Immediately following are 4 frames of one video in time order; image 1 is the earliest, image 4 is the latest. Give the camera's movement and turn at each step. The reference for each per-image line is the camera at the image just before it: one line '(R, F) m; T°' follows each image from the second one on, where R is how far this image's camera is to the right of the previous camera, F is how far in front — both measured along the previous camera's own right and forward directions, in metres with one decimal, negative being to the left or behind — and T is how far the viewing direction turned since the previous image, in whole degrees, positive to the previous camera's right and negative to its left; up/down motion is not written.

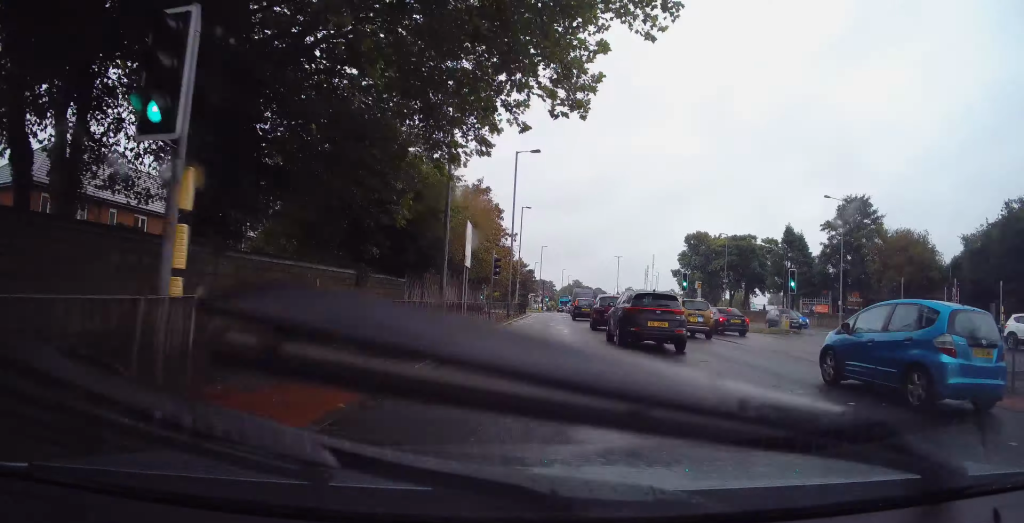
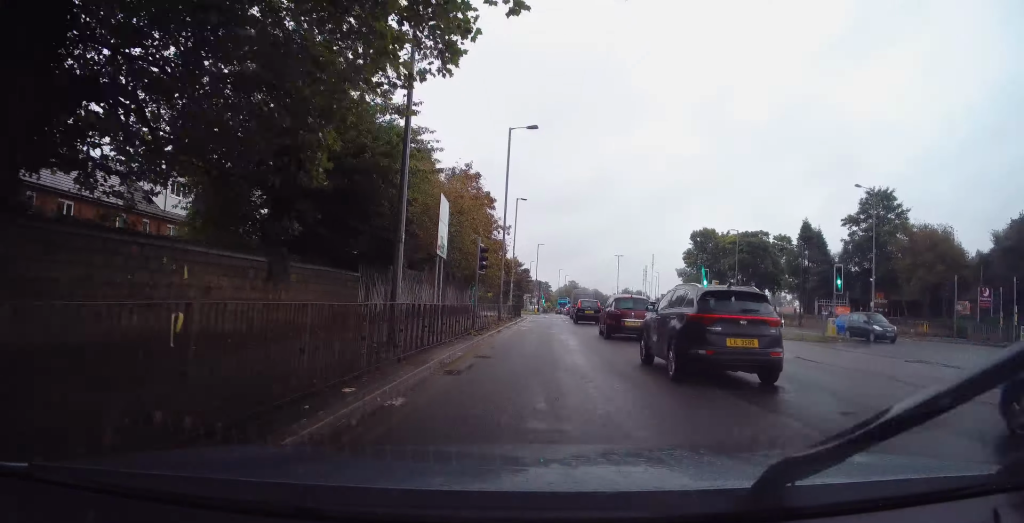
(-0.1, +6.0) m; +1°
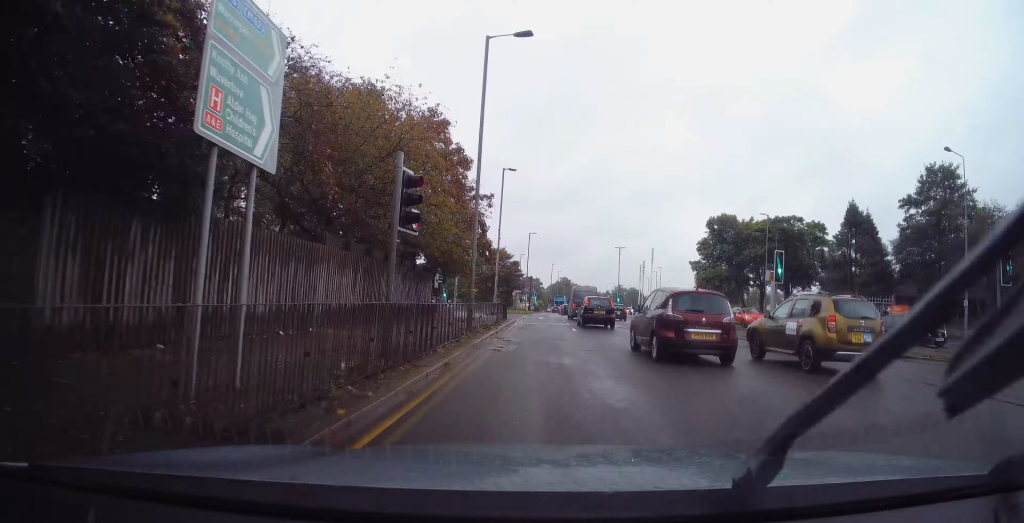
(+0.2, +12.6) m; +1°
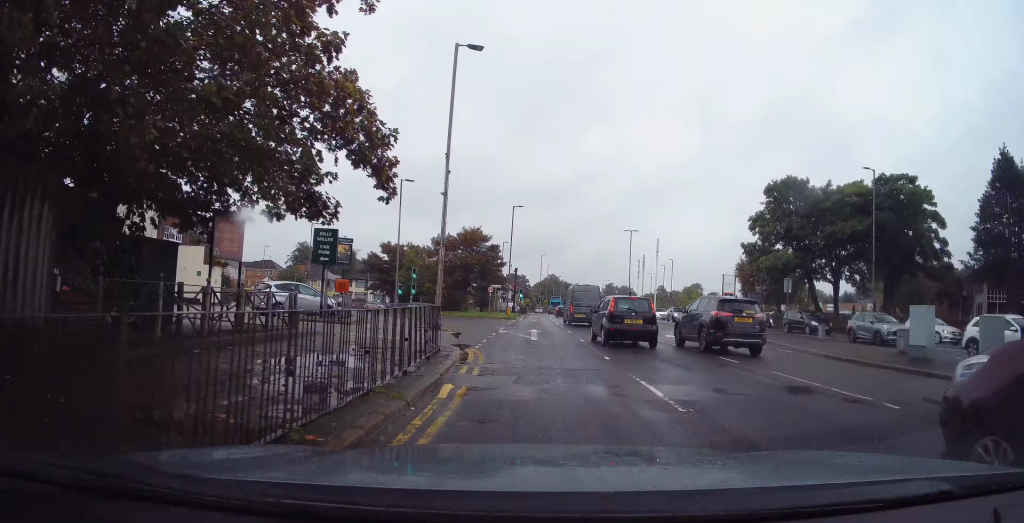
(+0.1, +23.4) m; +1°
